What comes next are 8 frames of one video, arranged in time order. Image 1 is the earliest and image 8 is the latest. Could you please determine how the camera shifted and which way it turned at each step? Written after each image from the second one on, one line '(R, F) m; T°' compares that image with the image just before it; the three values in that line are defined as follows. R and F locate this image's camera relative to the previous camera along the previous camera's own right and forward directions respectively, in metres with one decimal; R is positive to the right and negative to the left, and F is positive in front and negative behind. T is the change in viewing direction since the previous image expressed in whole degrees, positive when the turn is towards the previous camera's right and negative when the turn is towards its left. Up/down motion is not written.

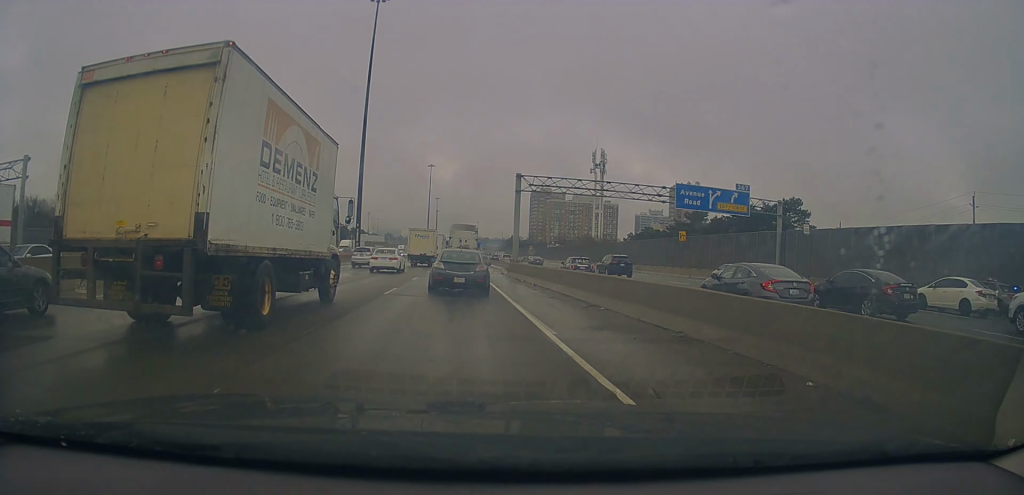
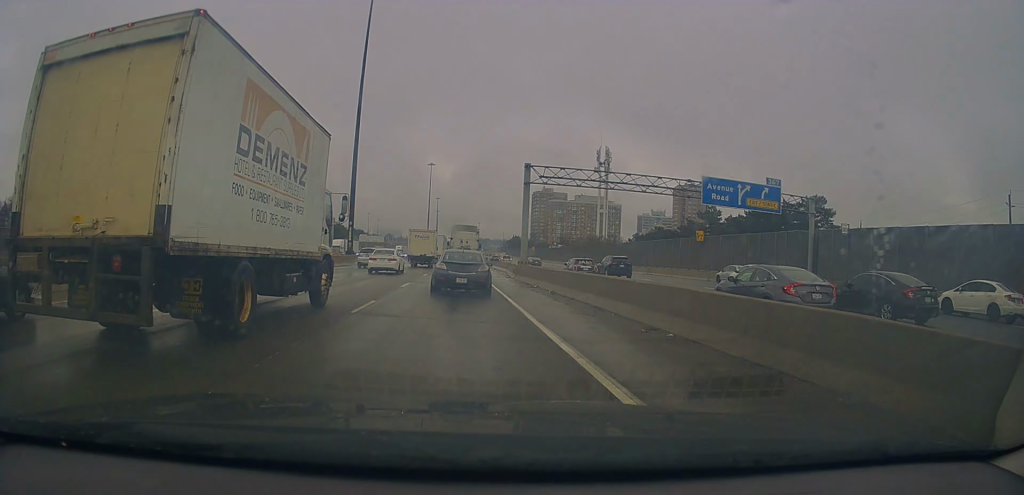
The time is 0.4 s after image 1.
(+0.2, +5.5) m; 0°
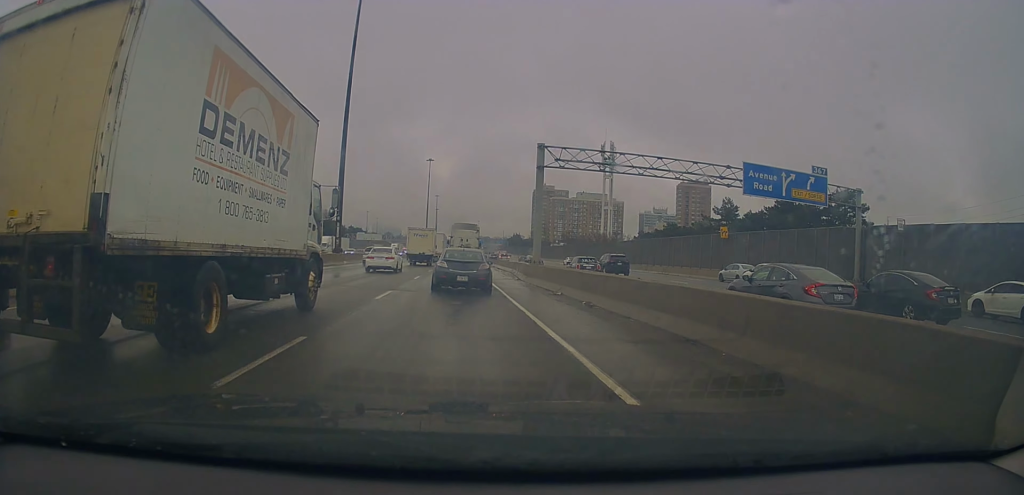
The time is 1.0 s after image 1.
(-0.1, +6.4) m; 0°
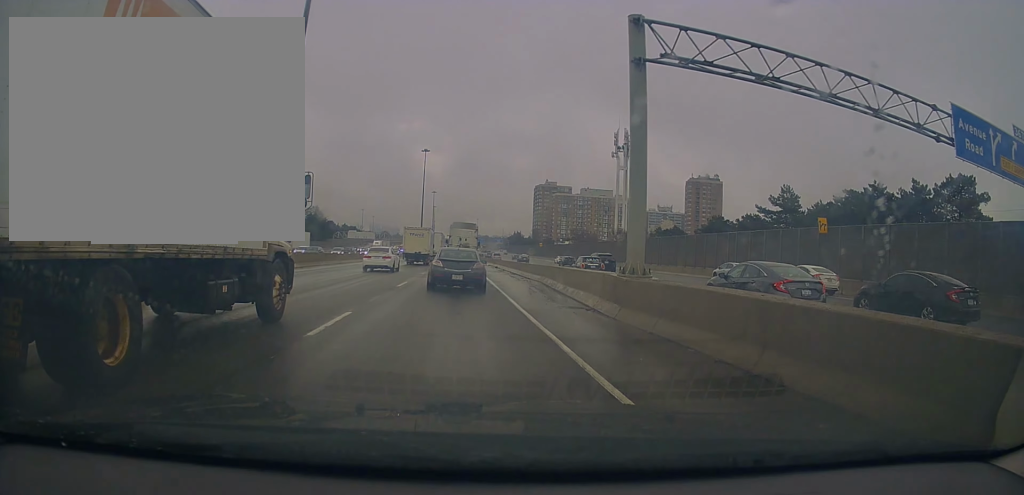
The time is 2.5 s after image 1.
(-0.2, +18.5) m; -1°
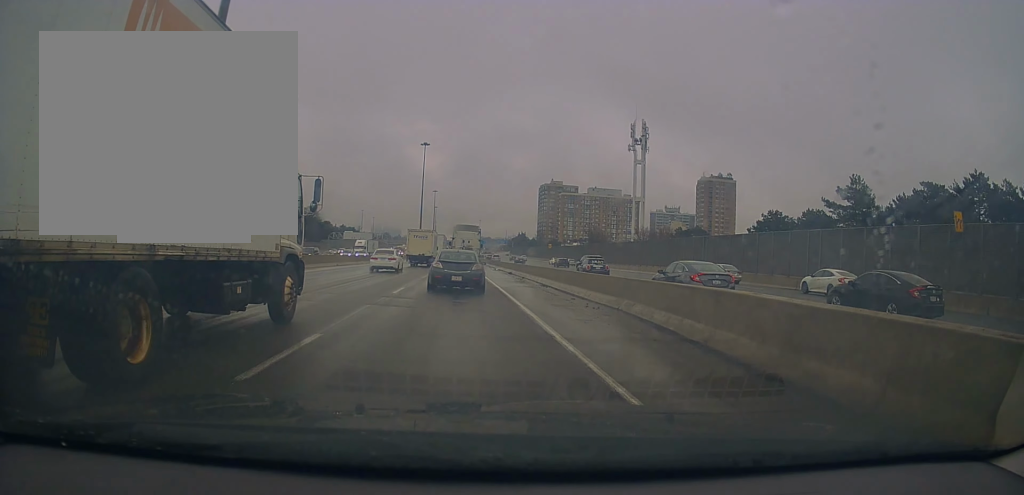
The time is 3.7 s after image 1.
(-0.3, +15.1) m; +1°
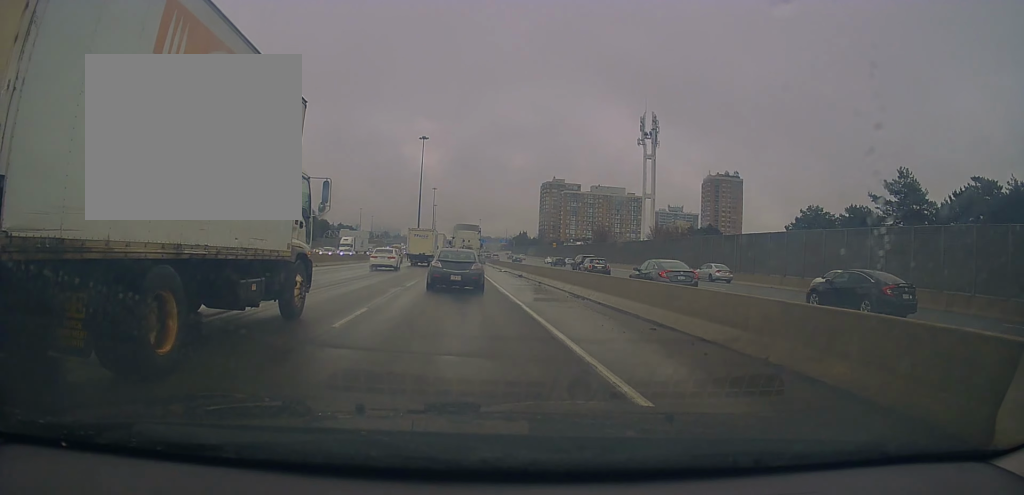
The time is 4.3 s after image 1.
(+0.4, +8.6) m; +1°
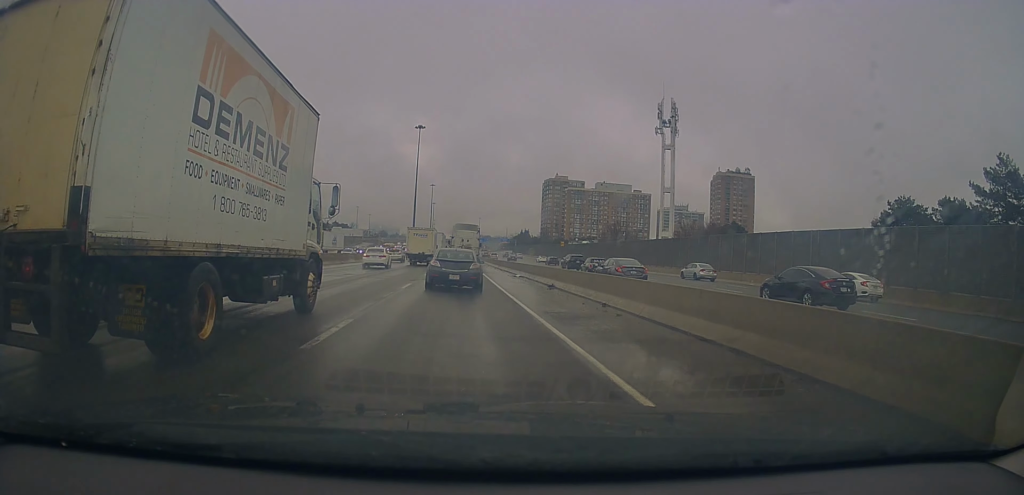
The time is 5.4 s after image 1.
(-0.1, +14.0) m; -1°
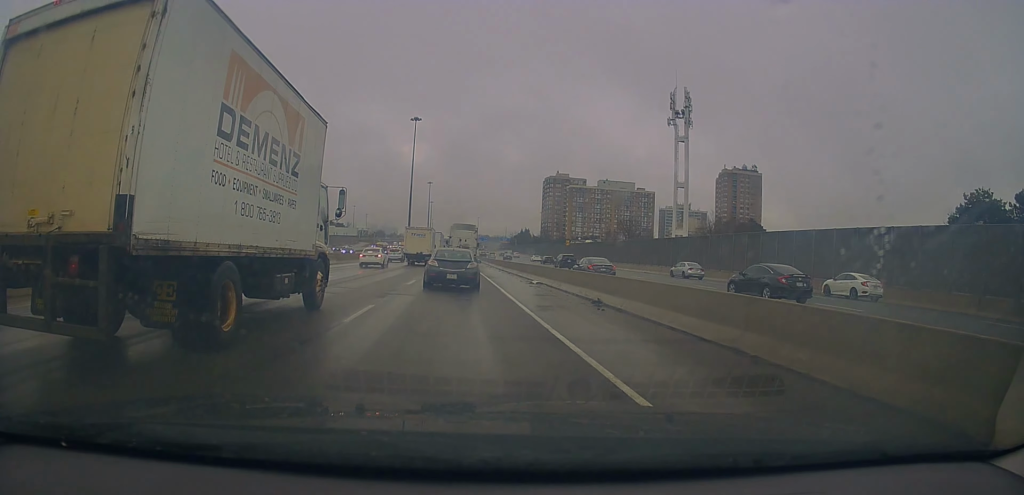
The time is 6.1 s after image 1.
(-0.1, +9.8) m; 0°
